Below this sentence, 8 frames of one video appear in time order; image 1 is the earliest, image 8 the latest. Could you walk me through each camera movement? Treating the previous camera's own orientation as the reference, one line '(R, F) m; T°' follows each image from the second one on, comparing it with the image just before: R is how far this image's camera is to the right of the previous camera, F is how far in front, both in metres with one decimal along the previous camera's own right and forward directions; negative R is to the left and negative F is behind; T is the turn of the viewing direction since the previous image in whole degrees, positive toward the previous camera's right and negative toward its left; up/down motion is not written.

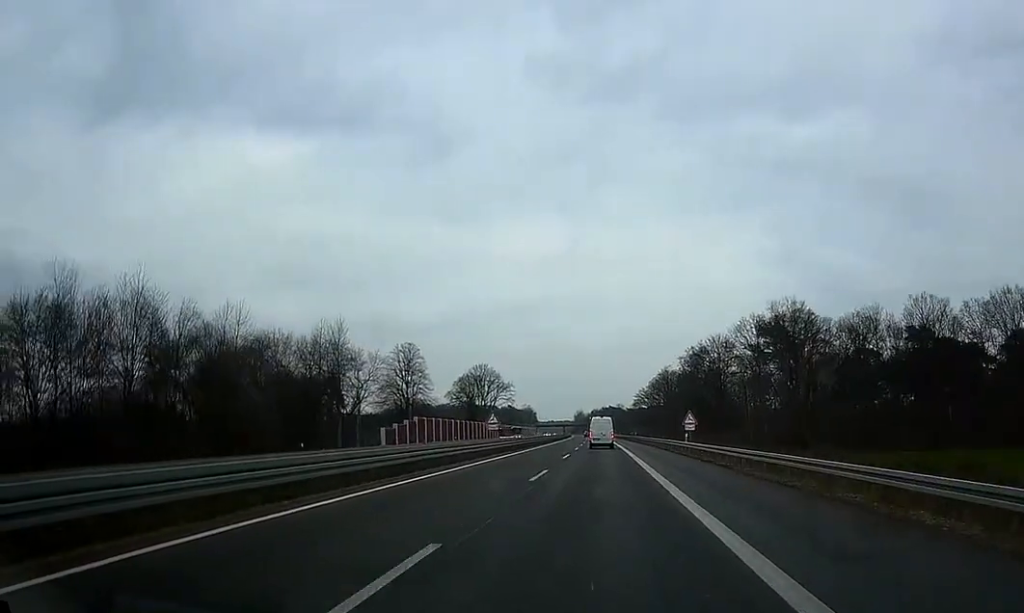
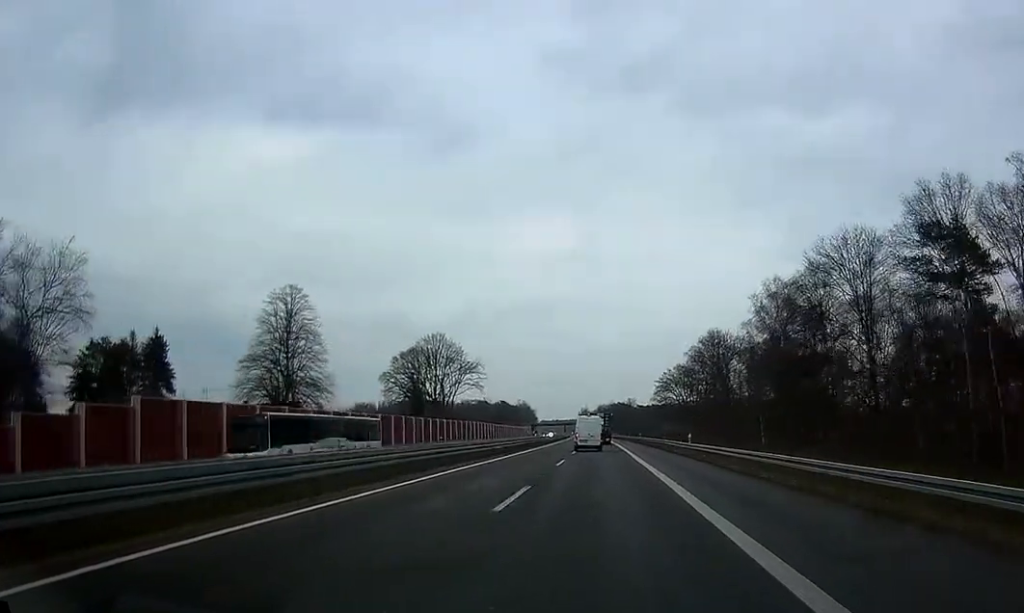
(0.0, +62.3) m; -1°
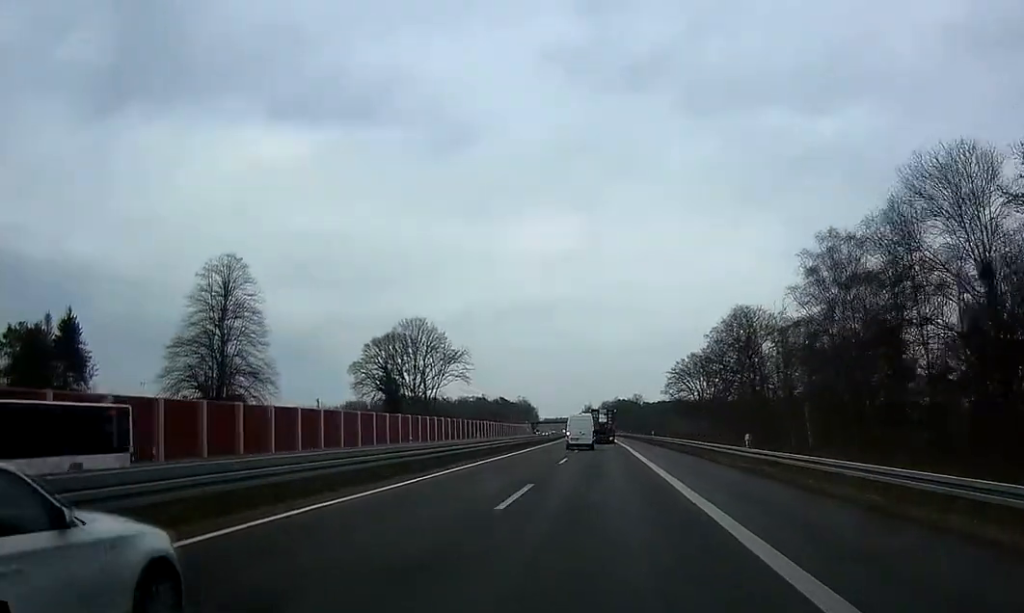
(0.0, +18.0) m; -1°
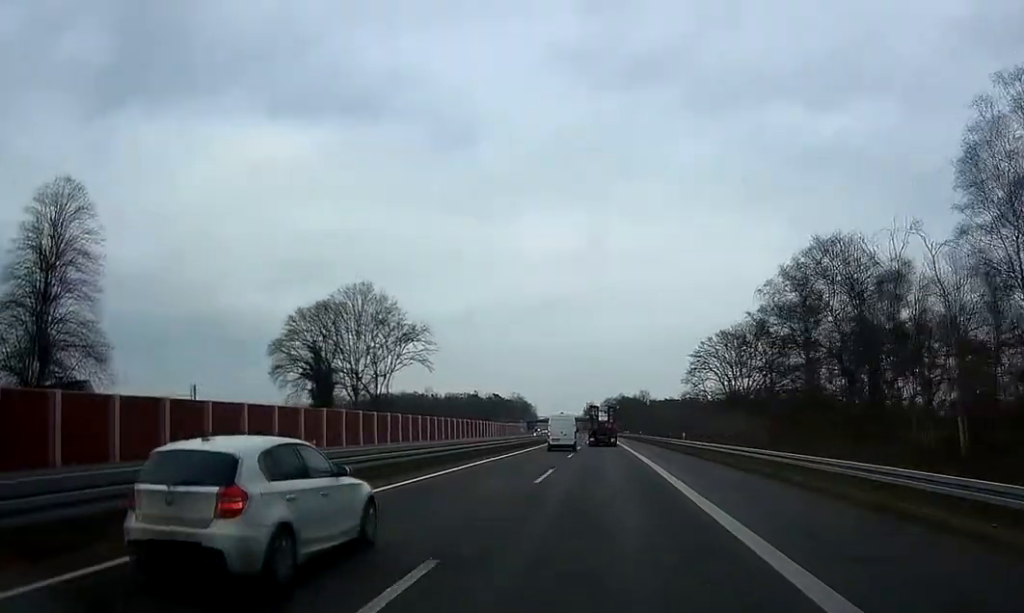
(-0.4, +29.8) m; 0°
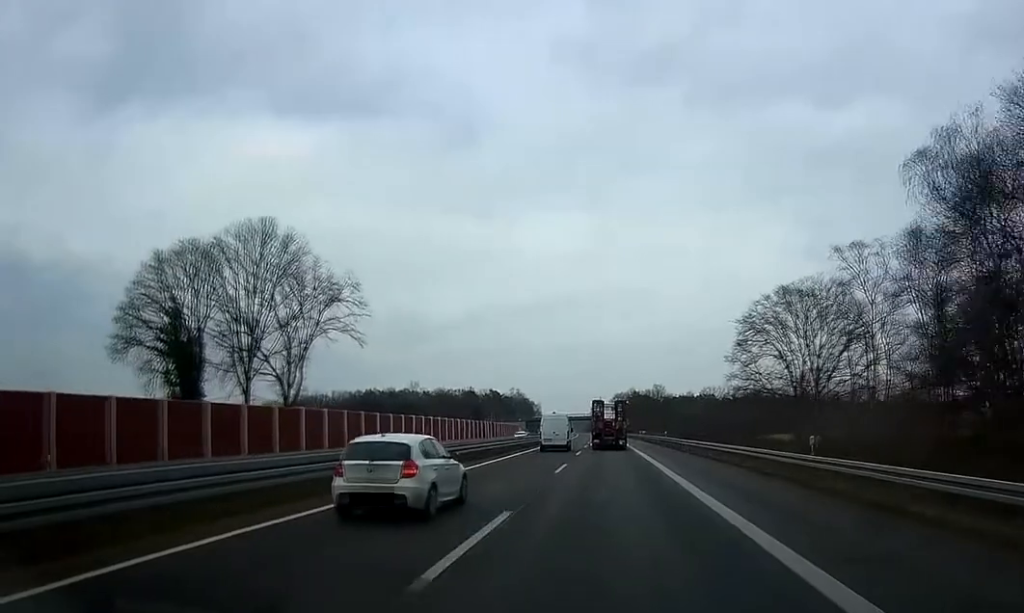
(+0.4, +31.8) m; 0°
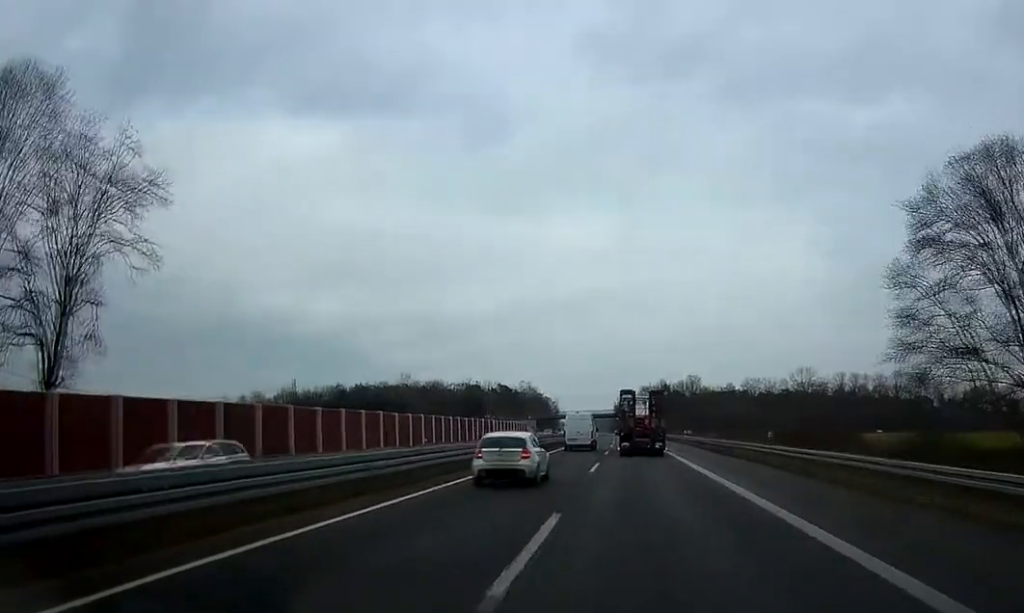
(-0.2, +37.8) m; -1°
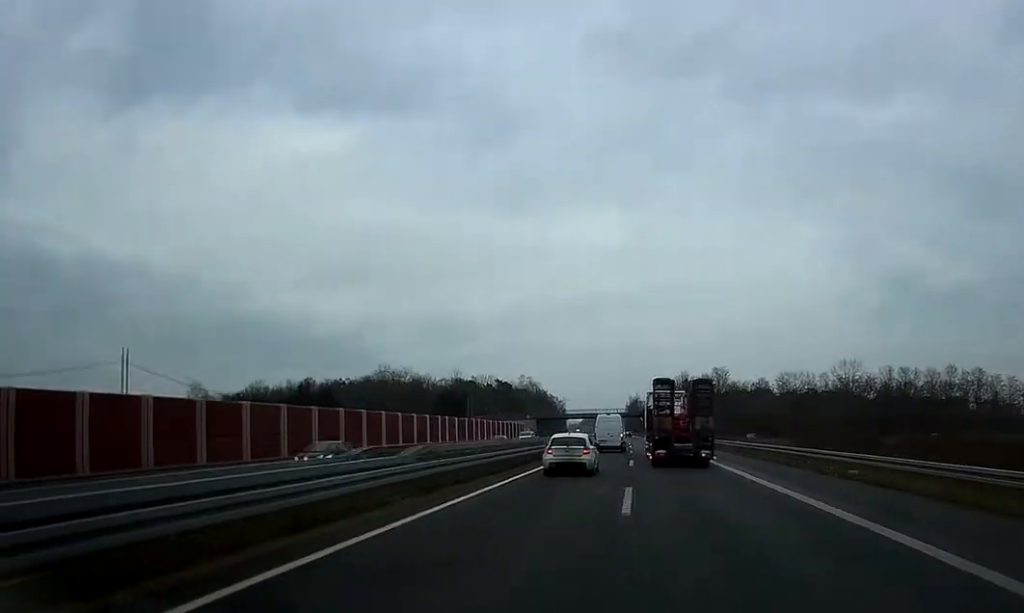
(-0.4, +29.6) m; -1°
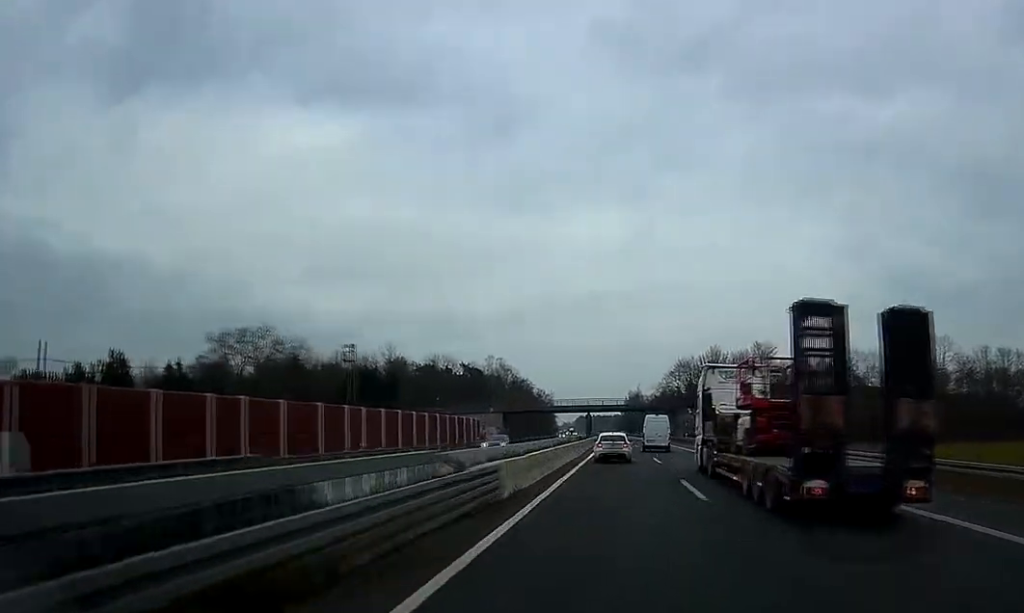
(-0.6, +50.5) m; -2°
